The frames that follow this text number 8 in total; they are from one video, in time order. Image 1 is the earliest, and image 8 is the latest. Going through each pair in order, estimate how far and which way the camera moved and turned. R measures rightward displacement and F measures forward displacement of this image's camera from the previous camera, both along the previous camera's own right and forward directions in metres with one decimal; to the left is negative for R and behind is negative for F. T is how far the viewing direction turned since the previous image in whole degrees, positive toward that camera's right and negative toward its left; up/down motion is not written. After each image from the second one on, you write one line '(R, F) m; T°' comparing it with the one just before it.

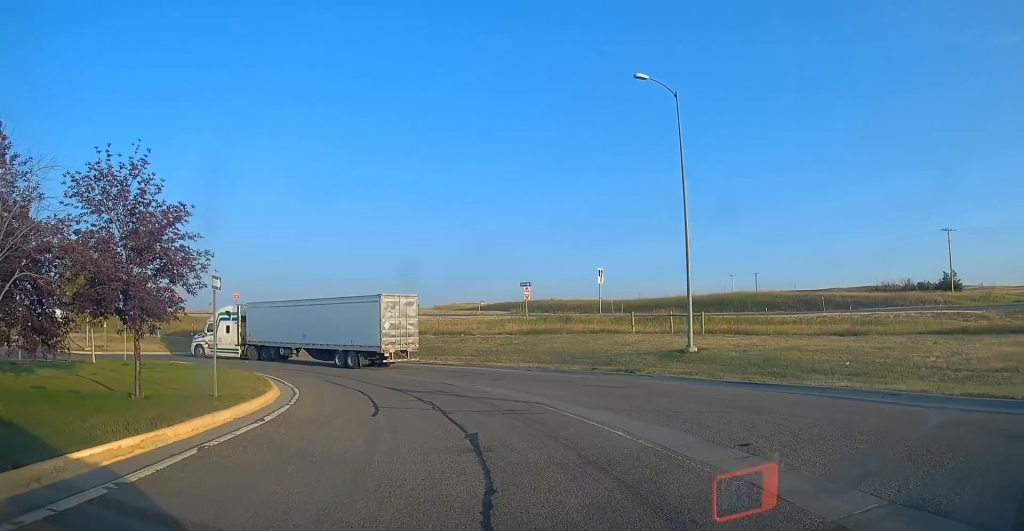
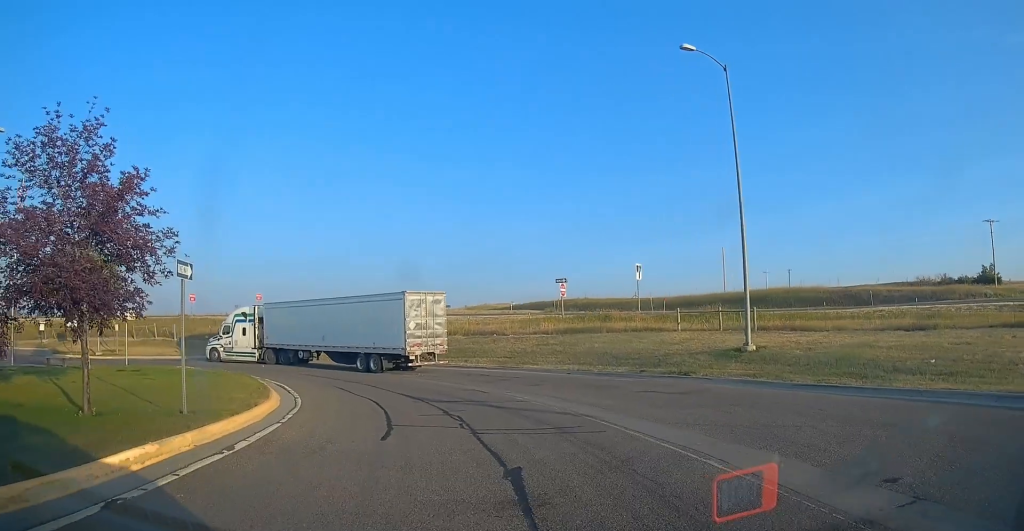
(-0.3, +3.1) m; -6°
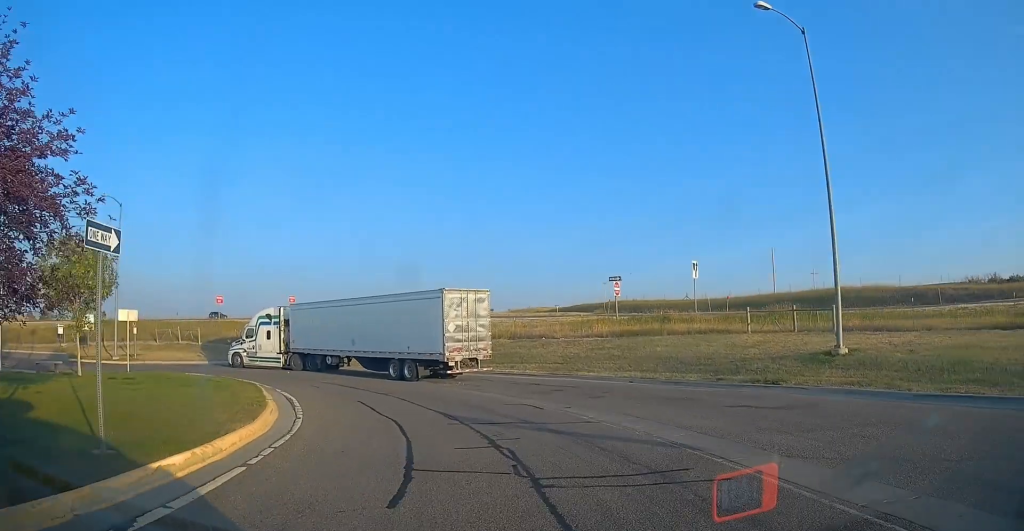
(-0.3, +4.1) m; -2°
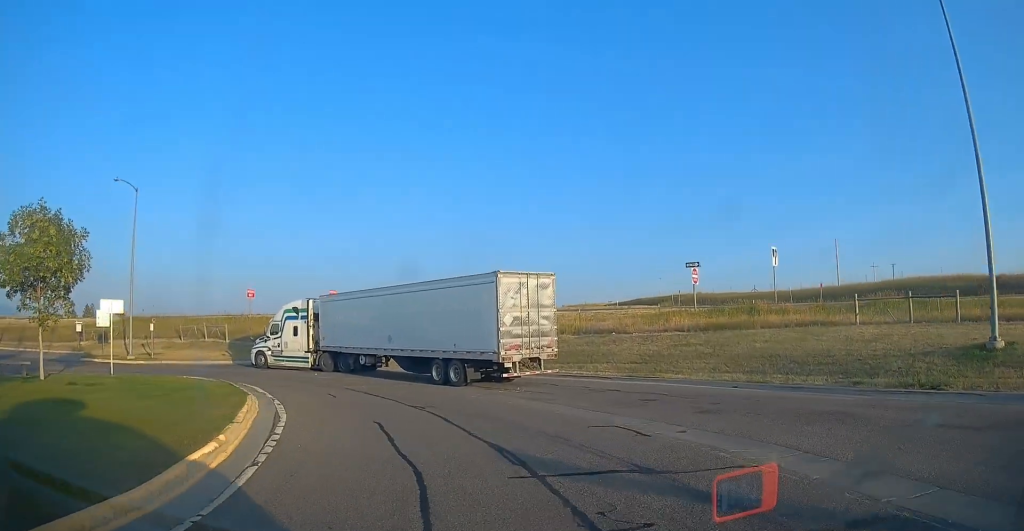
(+0.1, +5.8) m; -3°
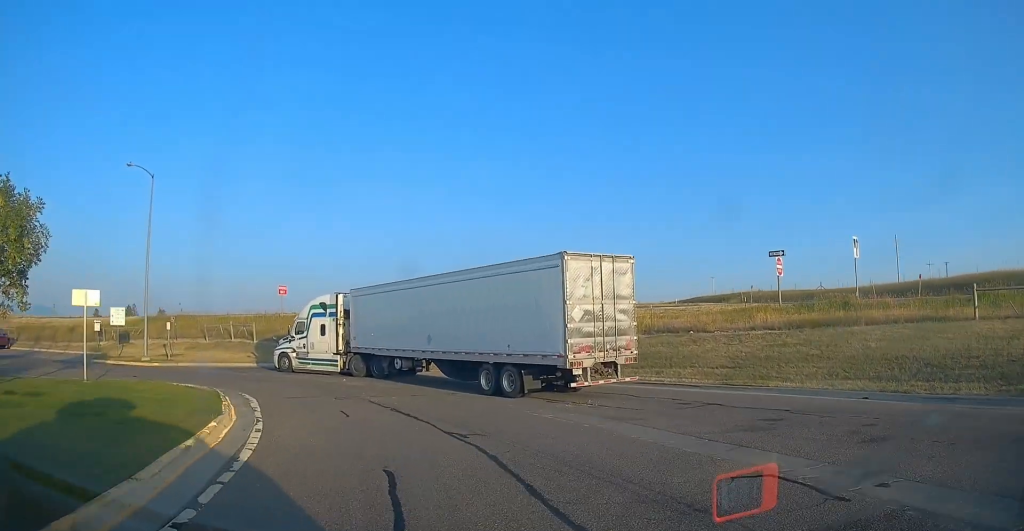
(-0.1, +4.9) m; -7°
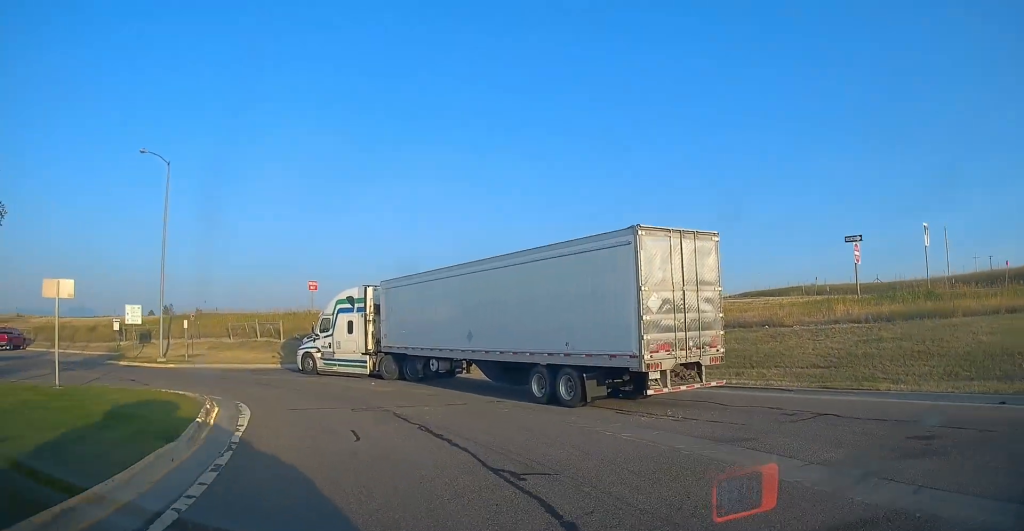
(-0.7, +3.6) m; -5°
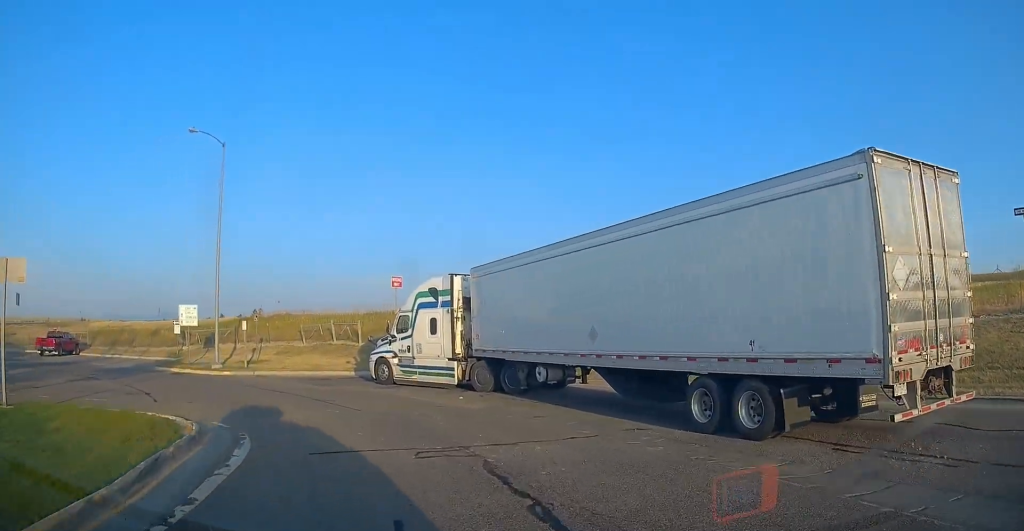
(+0.6, +5.7) m; -4°
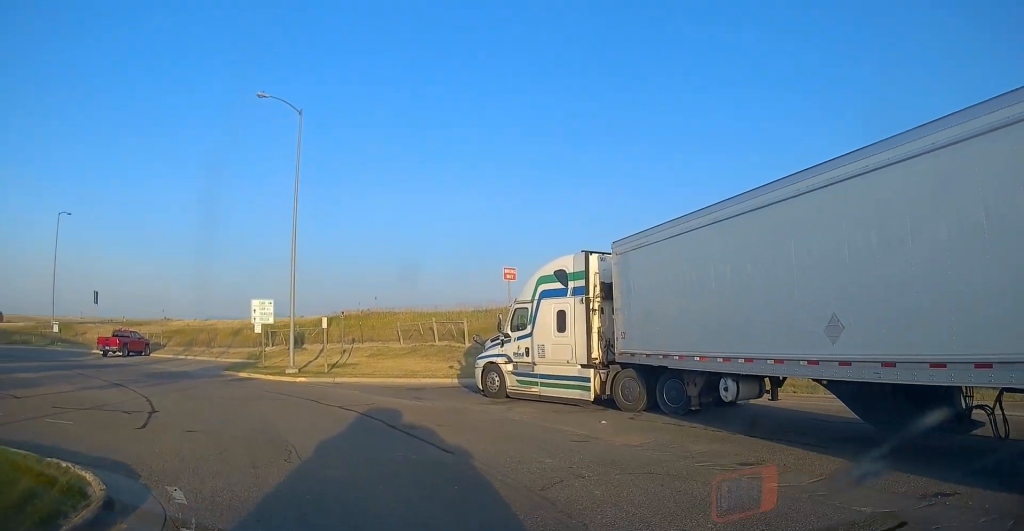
(-1.1, +5.8) m; -16°
